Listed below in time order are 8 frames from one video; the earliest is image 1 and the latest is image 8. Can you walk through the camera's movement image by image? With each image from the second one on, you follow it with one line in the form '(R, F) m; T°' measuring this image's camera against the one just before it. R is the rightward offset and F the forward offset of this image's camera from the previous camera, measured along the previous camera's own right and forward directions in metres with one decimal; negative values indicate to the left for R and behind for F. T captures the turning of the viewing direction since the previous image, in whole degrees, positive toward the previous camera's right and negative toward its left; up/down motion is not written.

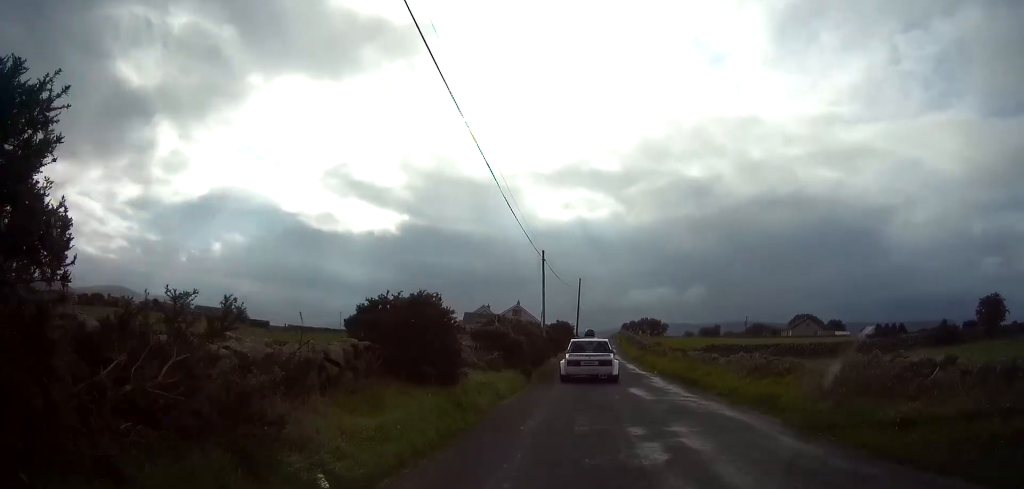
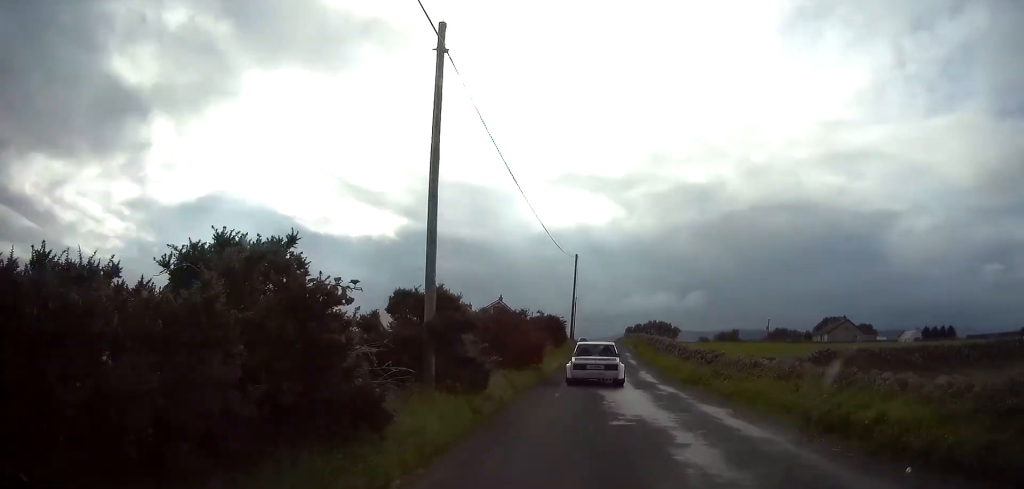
(+0.1, +25.2) m; +1°
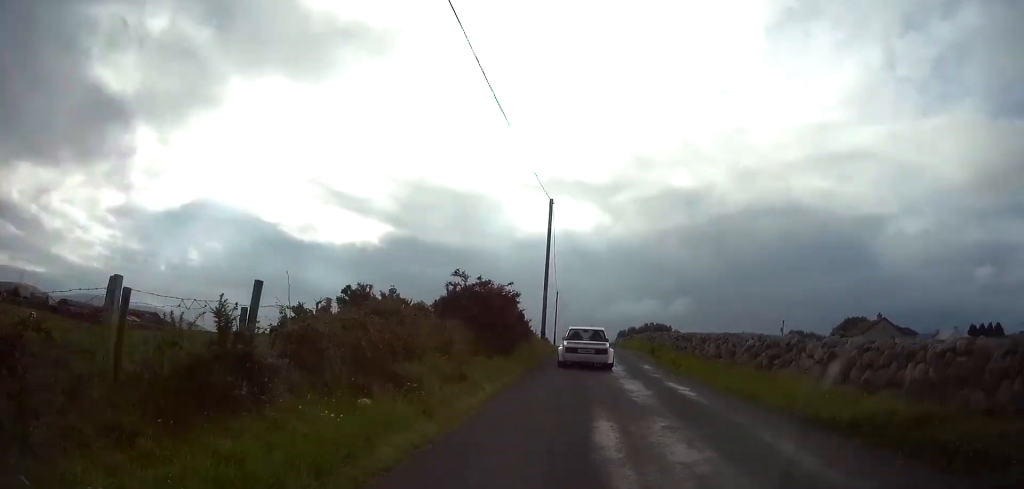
(+0.2, +23.0) m; 0°
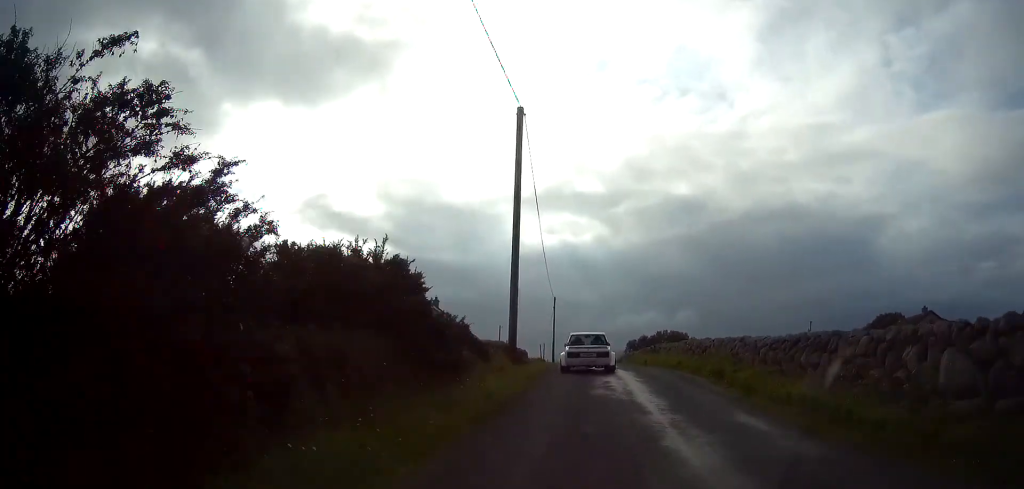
(-0.1, +16.2) m; 0°
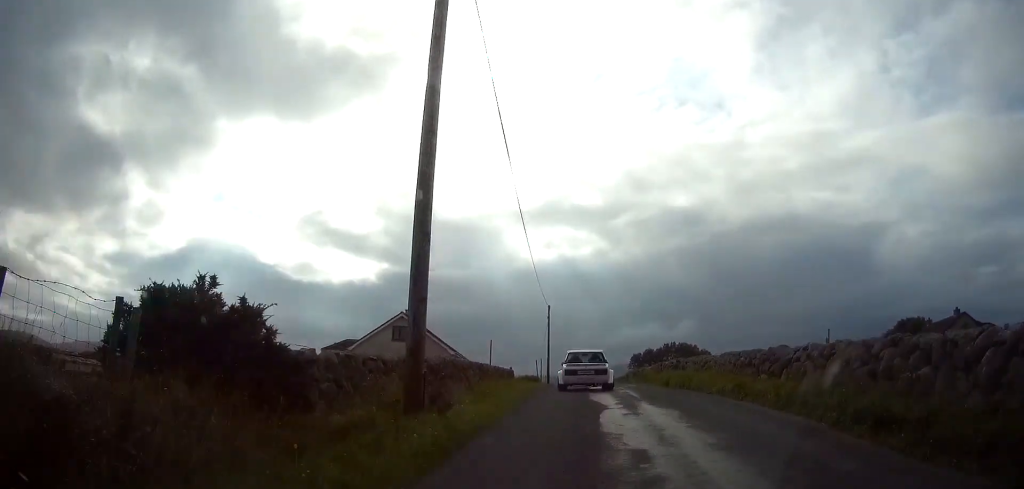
(0.0, +10.3) m; 0°
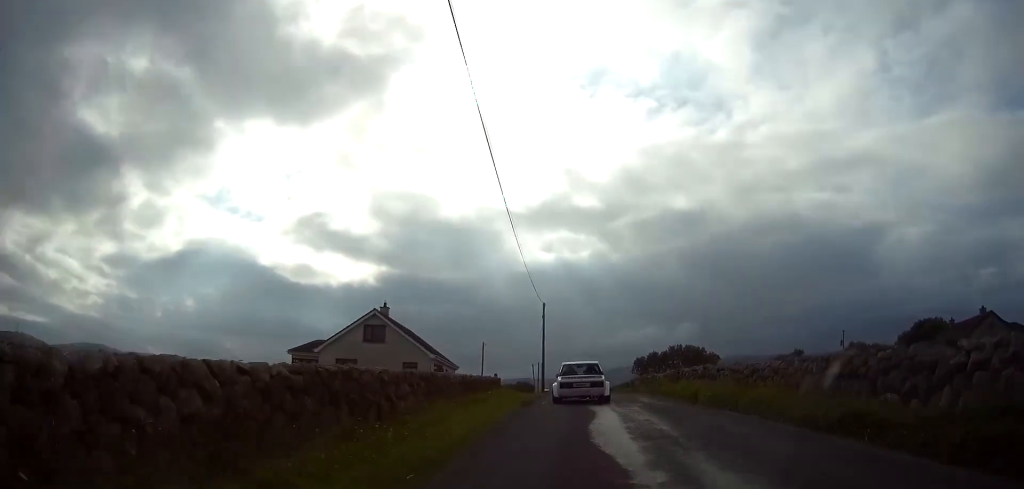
(0.0, +7.3) m; 0°
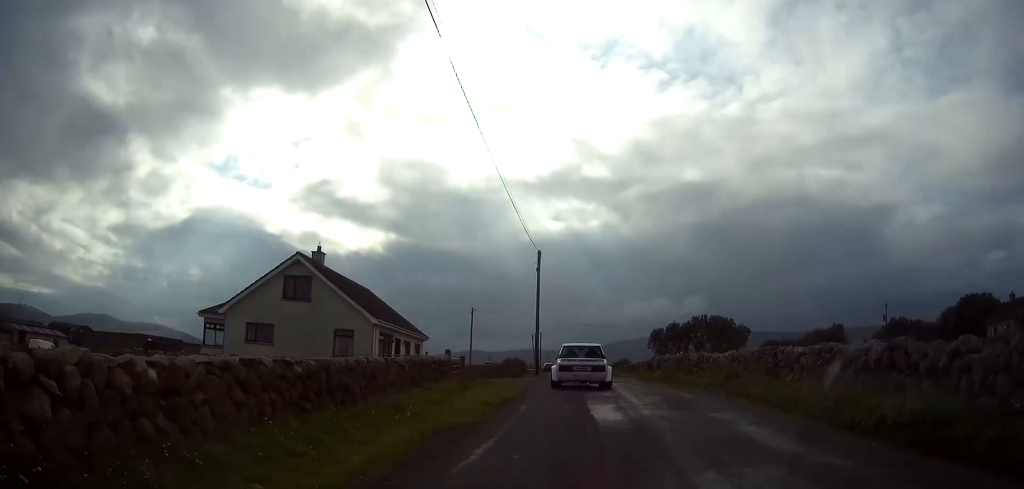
(-0.1, +14.6) m; 0°
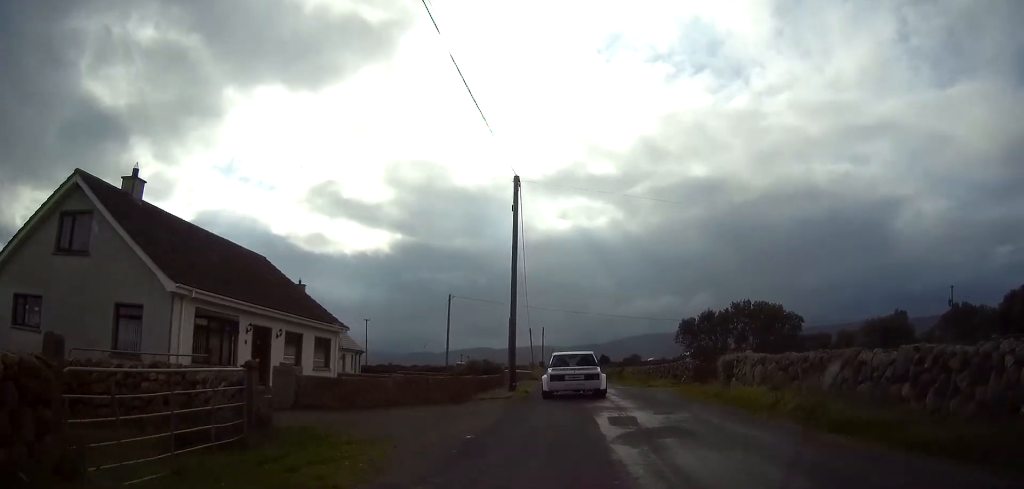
(0.0, +17.9) m; -1°
